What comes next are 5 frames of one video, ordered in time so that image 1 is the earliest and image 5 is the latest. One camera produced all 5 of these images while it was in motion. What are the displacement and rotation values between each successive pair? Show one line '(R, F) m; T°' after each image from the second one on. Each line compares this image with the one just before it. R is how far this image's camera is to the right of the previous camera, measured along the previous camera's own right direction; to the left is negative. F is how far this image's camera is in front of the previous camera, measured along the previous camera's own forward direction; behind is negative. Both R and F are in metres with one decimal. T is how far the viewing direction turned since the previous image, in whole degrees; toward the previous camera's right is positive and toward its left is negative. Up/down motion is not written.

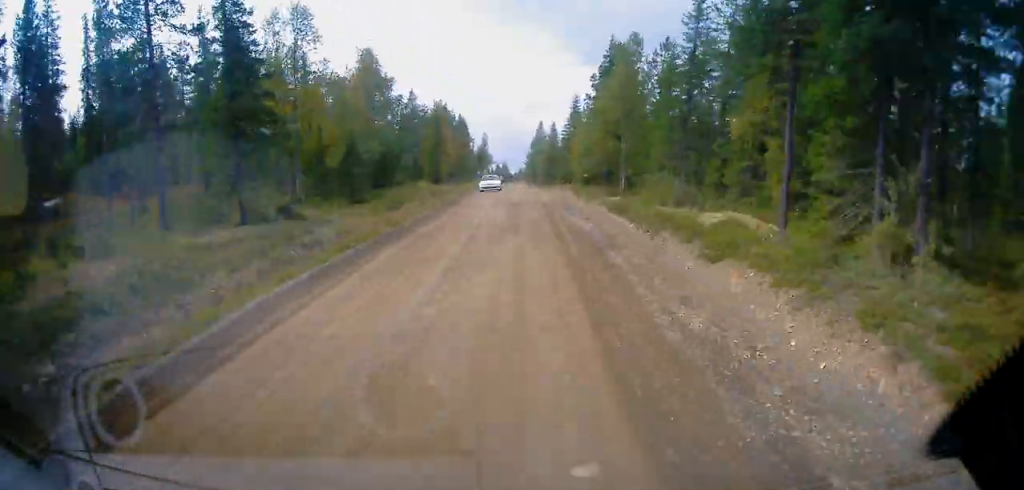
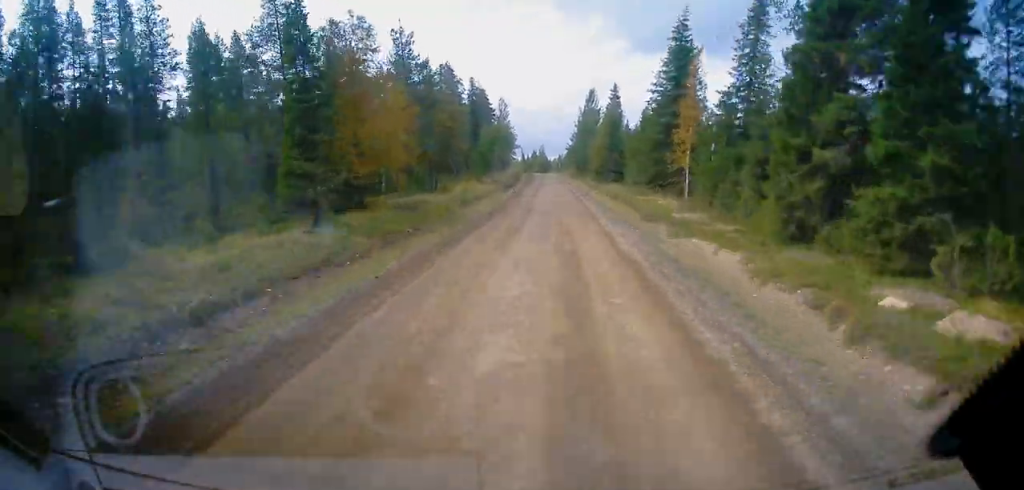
(+0.8, +47.0) m; +1°
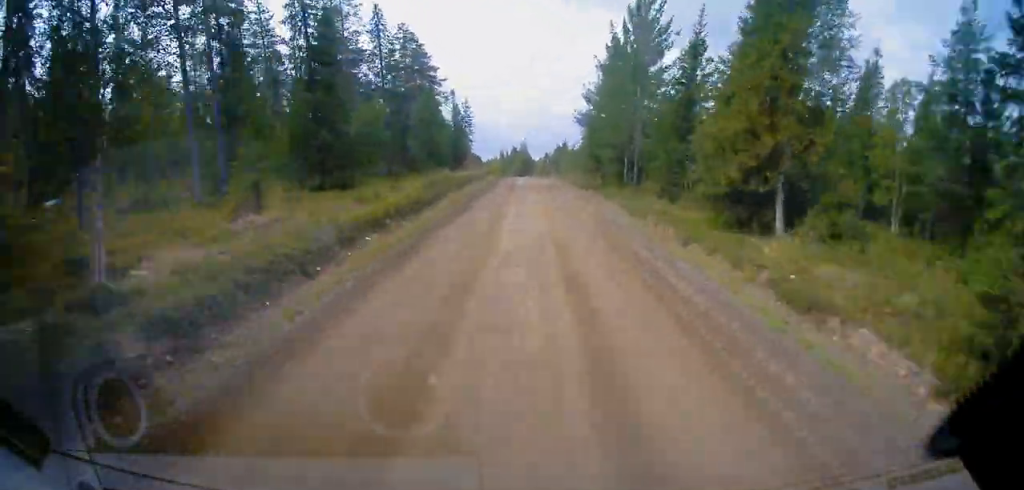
(0.0, +62.8) m; +1°
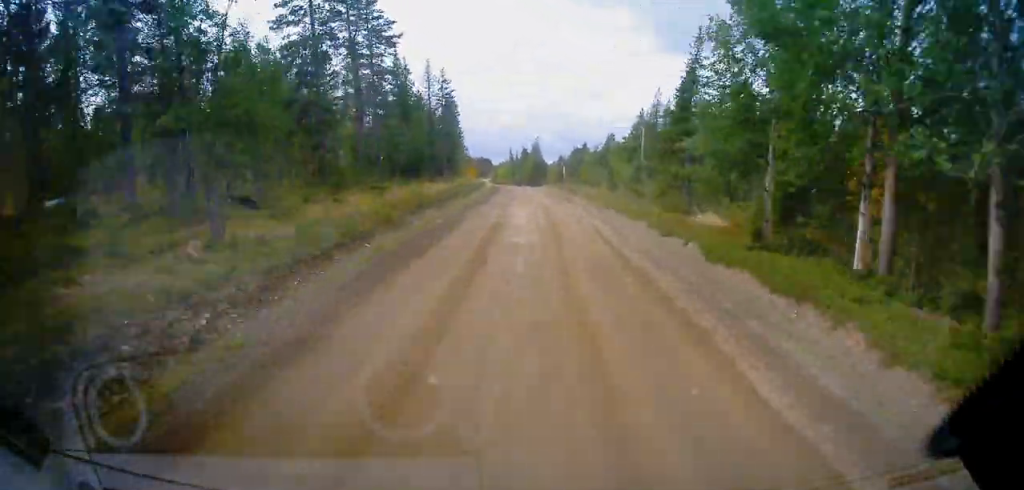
(-0.2, +32.6) m; +6°
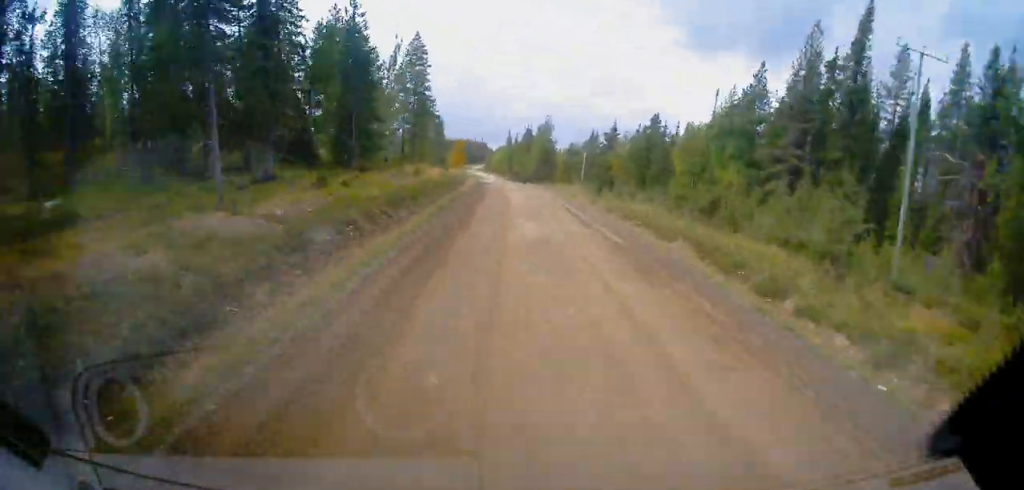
(+5.4, +46.6) m; -7°
